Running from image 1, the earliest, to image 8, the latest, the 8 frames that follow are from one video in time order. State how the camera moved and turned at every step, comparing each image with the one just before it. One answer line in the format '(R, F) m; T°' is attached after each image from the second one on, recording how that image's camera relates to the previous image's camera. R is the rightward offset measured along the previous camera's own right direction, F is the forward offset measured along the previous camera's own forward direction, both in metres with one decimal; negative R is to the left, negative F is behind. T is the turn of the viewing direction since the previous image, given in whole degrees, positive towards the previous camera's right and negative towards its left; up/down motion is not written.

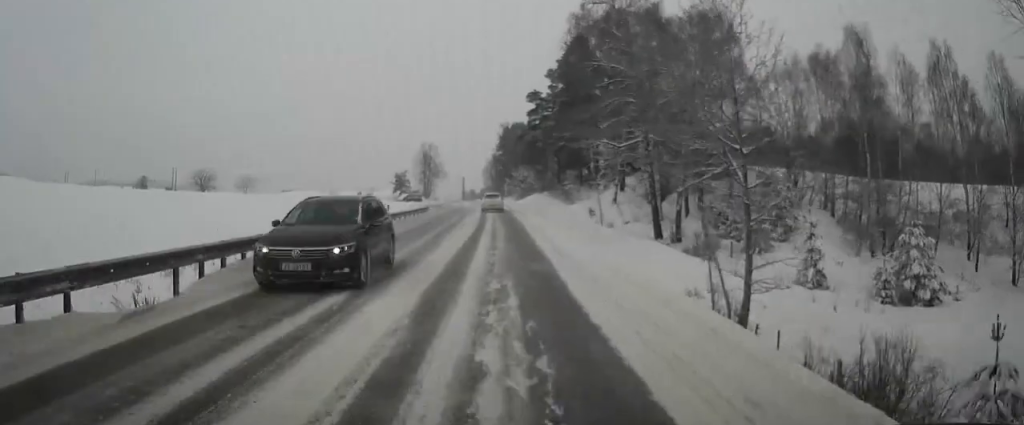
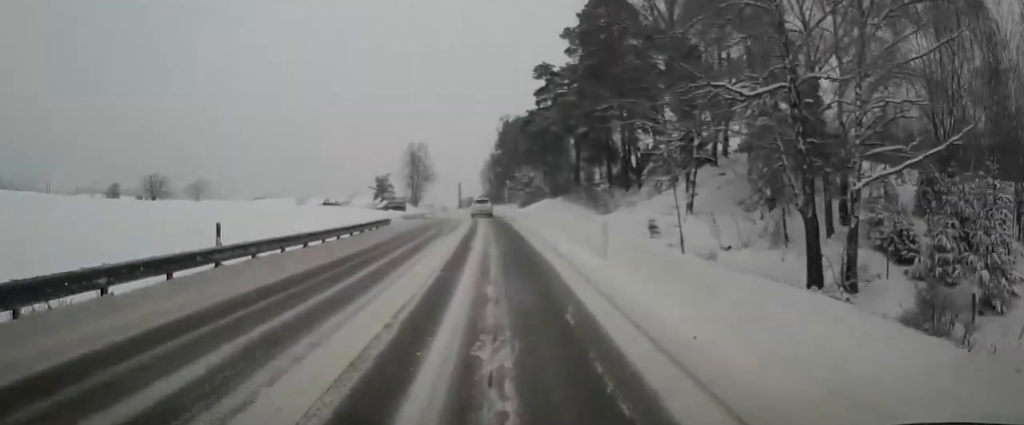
(0.0, +19.0) m; 0°
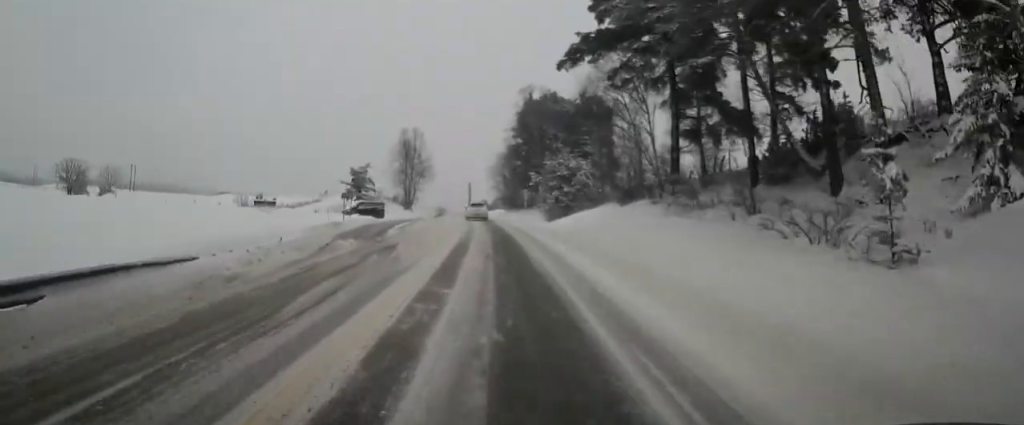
(-0.2, +27.6) m; -1°
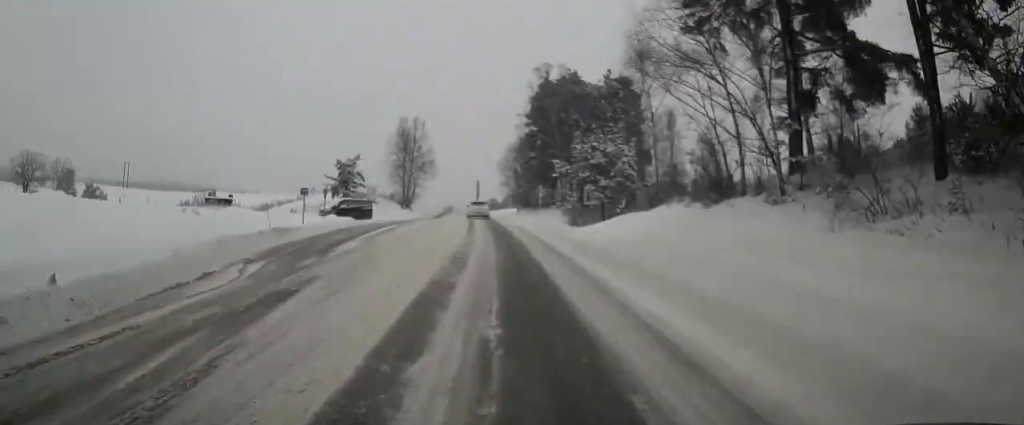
(-0.1, +11.3) m; -1°
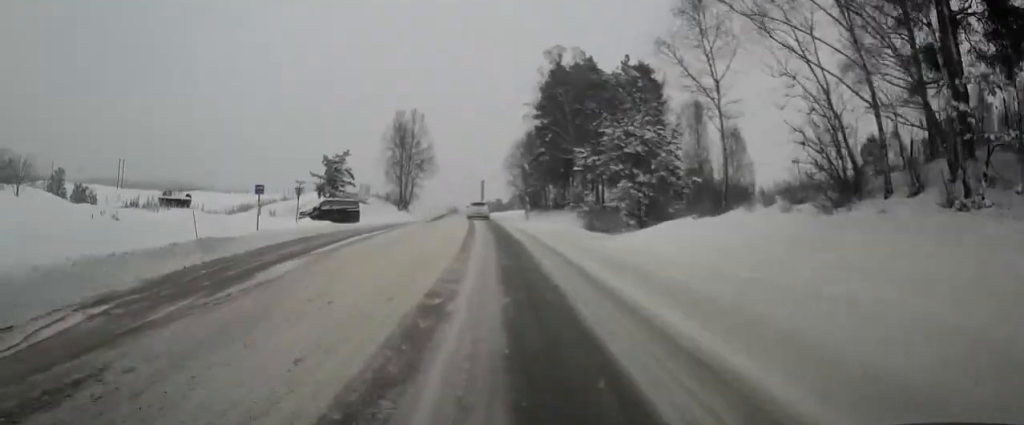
(0.0, +7.1) m; 0°
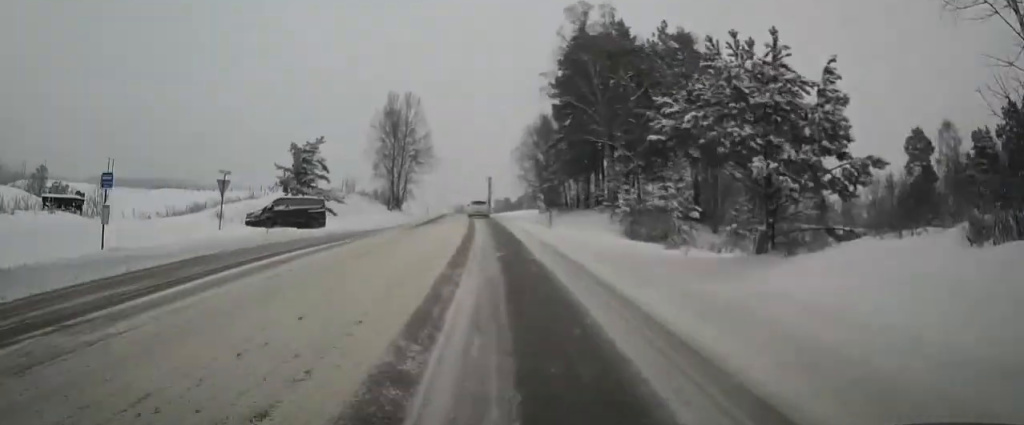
(0.0, +11.7) m; -1°
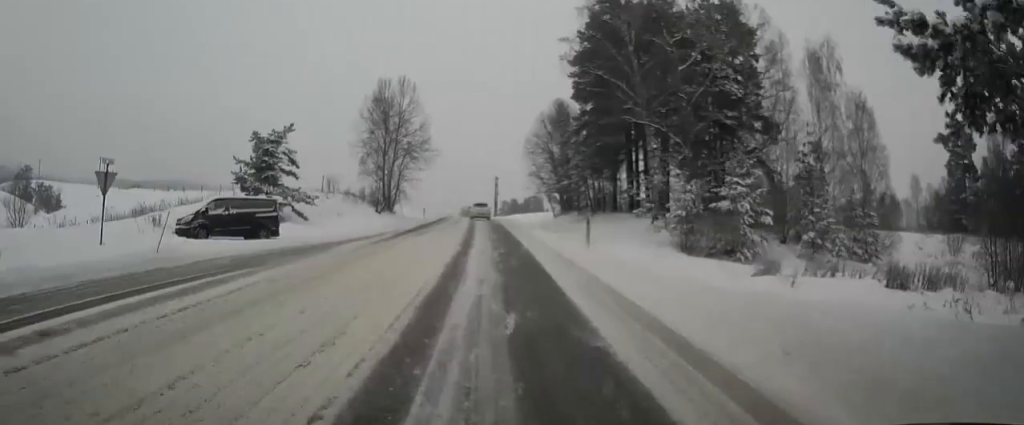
(-0.1, +9.2) m; -1°
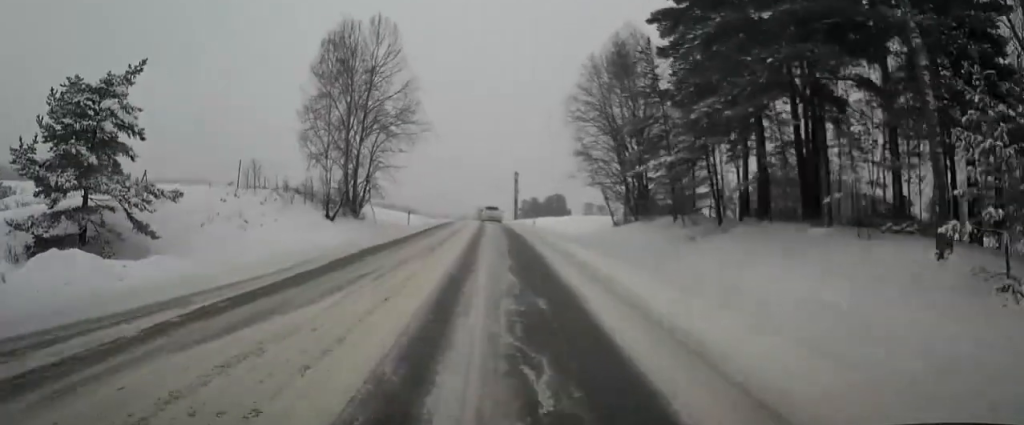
(-0.2, +20.5) m; -2°
